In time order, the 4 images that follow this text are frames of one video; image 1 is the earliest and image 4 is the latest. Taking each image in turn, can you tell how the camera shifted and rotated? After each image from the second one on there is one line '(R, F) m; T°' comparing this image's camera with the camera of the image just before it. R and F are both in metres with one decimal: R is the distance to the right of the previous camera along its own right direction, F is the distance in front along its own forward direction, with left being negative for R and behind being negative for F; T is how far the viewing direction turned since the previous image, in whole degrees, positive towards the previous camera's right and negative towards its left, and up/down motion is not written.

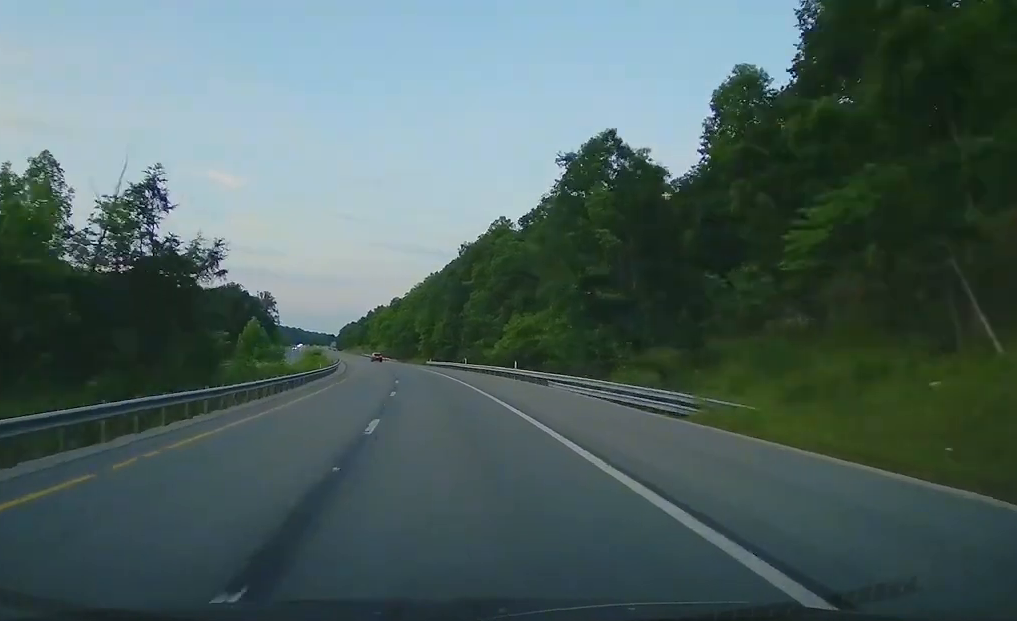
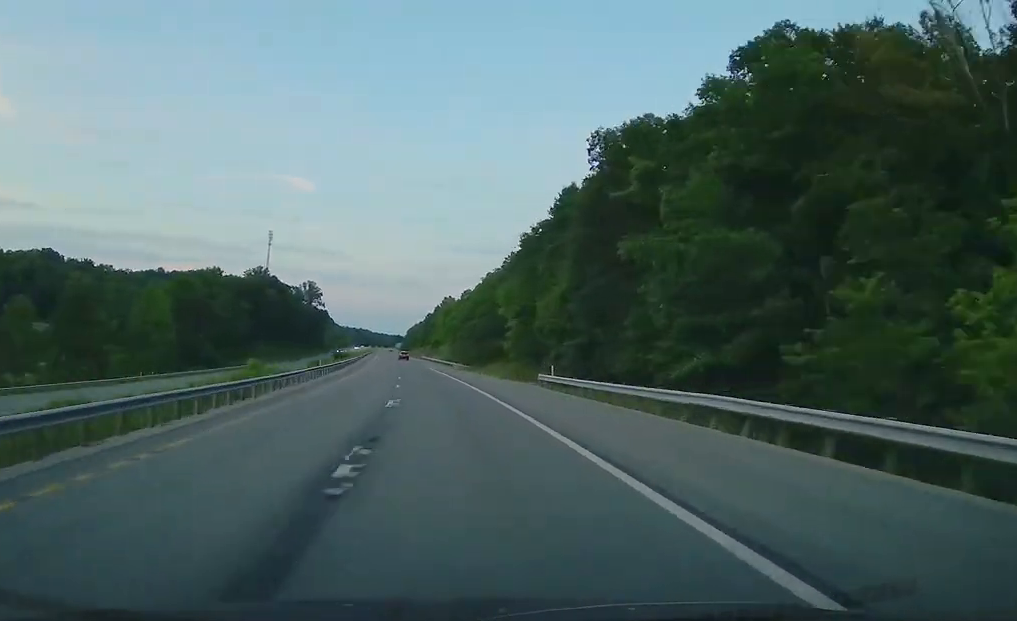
(-7.0, +106.3) m; -3°
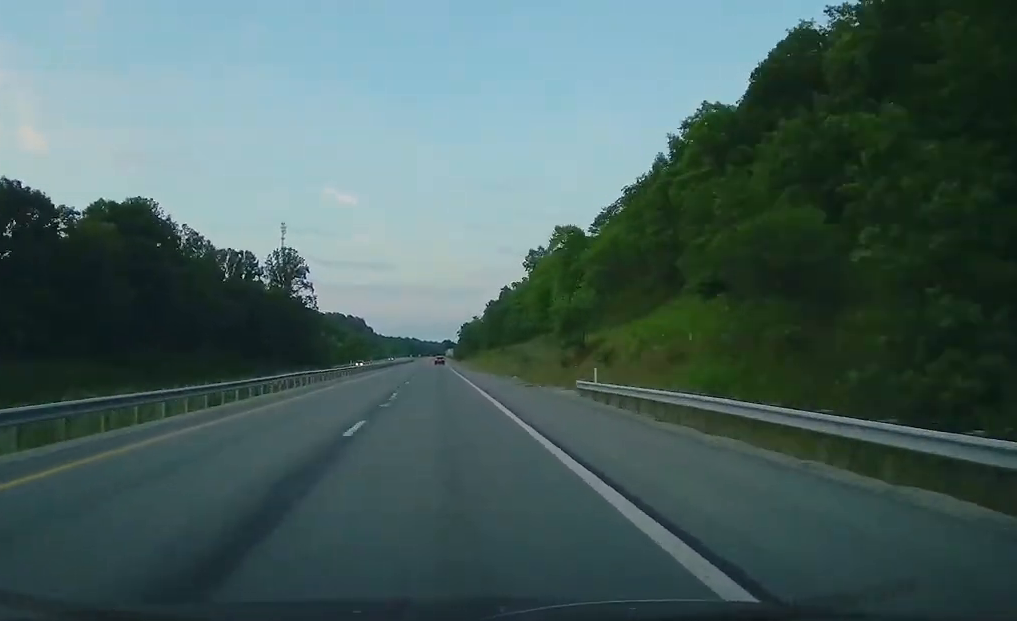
(-8.4, +199.8) m; -3°
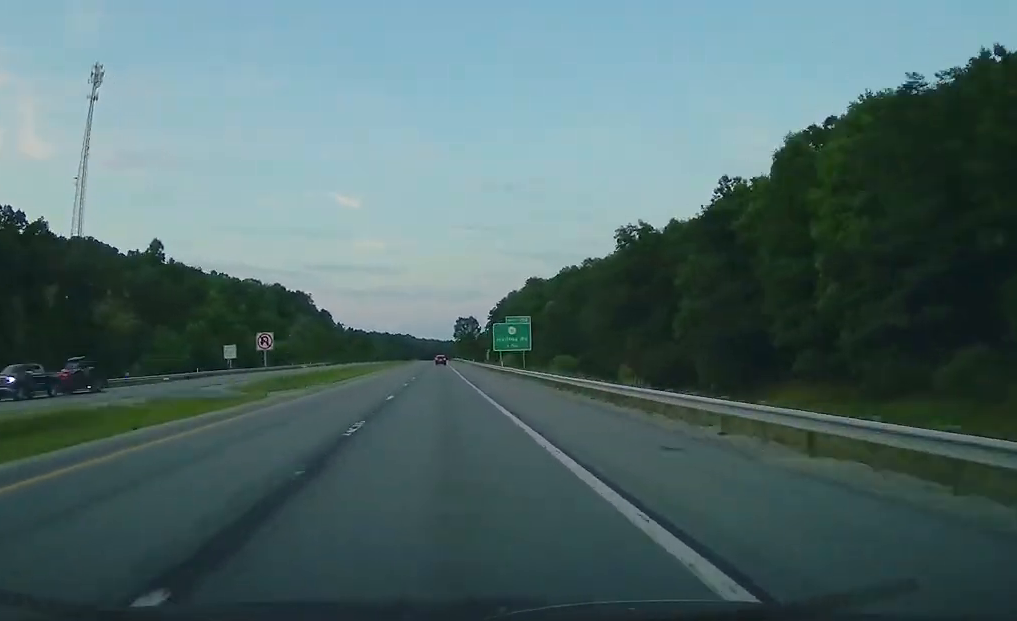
(-2.0, +305.0) m; -1°
